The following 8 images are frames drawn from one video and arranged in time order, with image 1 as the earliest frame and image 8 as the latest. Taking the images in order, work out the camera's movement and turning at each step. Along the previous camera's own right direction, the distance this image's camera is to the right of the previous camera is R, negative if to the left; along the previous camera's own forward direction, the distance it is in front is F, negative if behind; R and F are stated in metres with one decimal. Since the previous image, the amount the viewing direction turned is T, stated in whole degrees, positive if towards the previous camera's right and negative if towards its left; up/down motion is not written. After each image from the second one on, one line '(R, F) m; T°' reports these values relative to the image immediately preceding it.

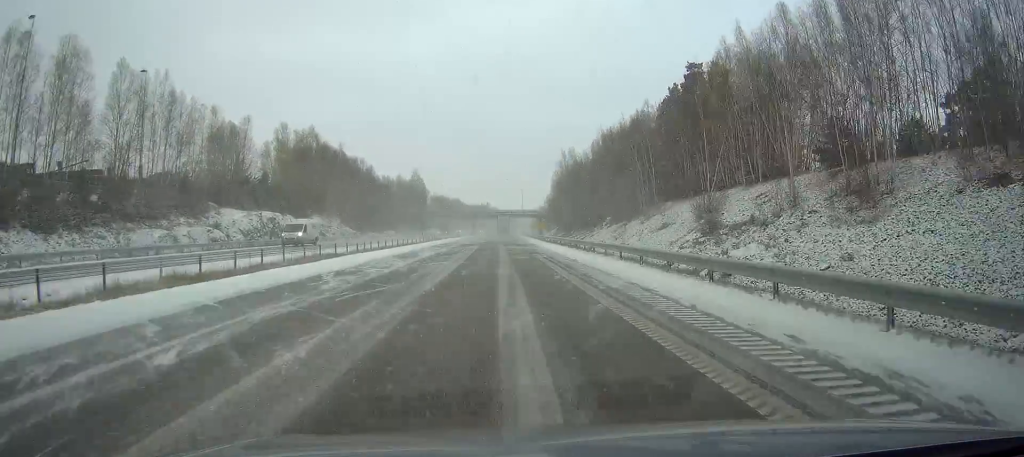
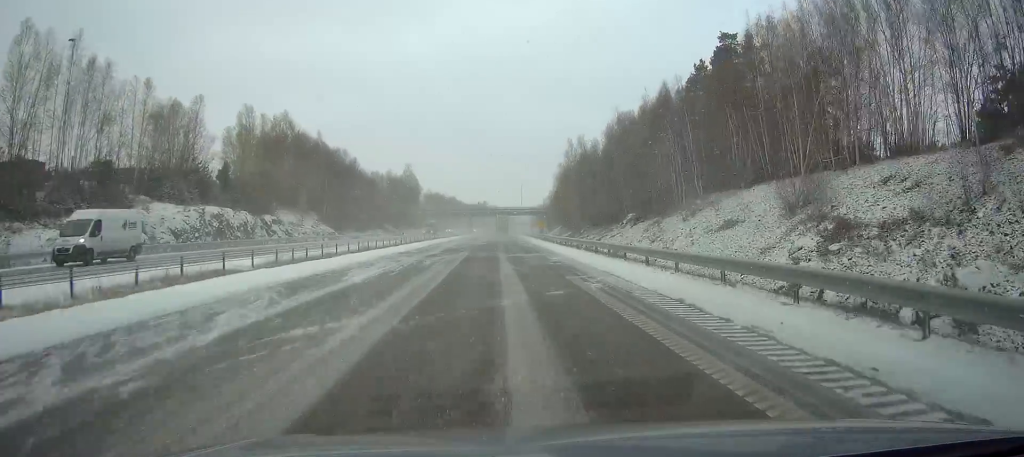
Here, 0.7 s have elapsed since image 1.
(0.0, +16.8) m; 0°
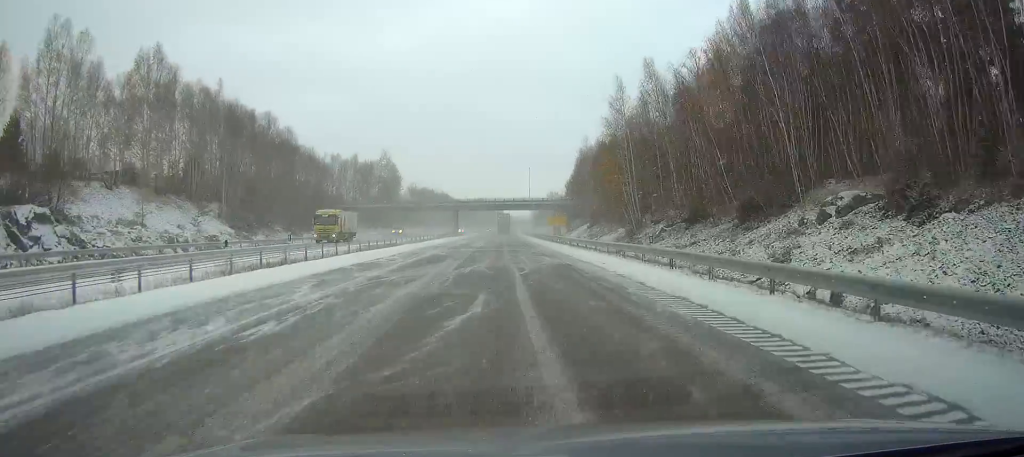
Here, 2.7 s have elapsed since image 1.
(+0.1, +50.3) m; 0°
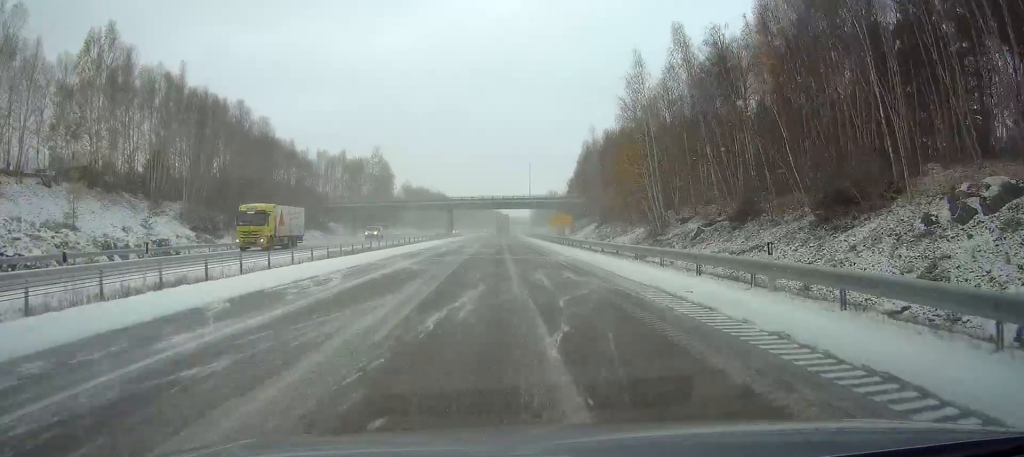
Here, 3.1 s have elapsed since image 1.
(0.0, +10.8) m; 0°
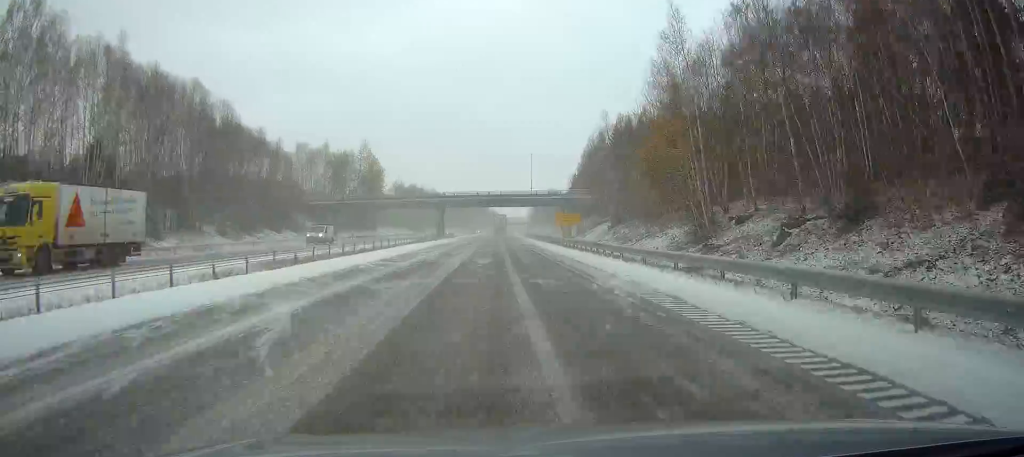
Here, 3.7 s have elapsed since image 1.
(0.0, +14.2) m; 0°
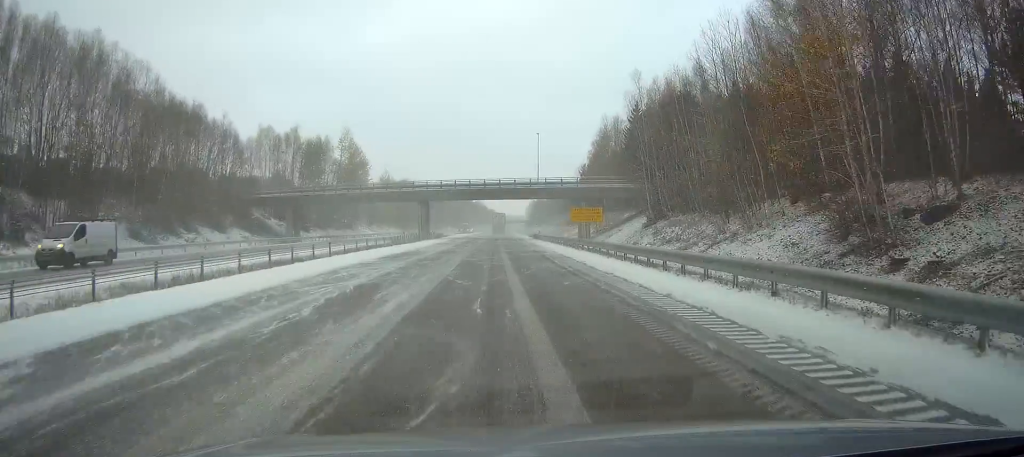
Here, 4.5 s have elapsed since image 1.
(0.0, +21.7) m; 0°
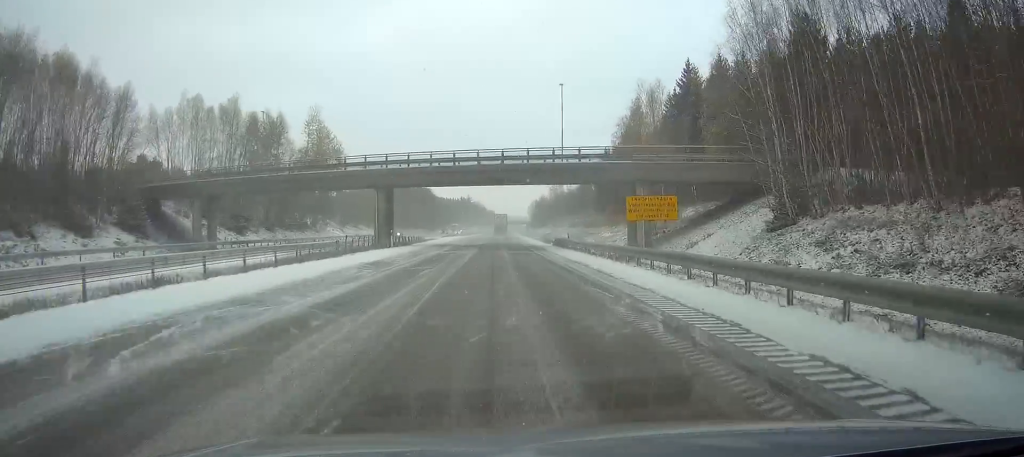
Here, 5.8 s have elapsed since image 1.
(0.0, +30.8) m; 0°
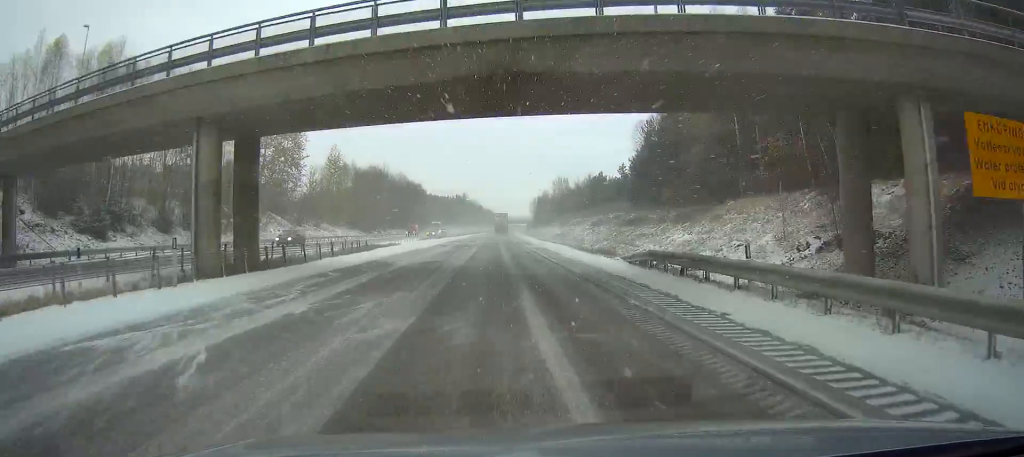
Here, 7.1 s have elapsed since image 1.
(0.0, +33.4) m; 0°
